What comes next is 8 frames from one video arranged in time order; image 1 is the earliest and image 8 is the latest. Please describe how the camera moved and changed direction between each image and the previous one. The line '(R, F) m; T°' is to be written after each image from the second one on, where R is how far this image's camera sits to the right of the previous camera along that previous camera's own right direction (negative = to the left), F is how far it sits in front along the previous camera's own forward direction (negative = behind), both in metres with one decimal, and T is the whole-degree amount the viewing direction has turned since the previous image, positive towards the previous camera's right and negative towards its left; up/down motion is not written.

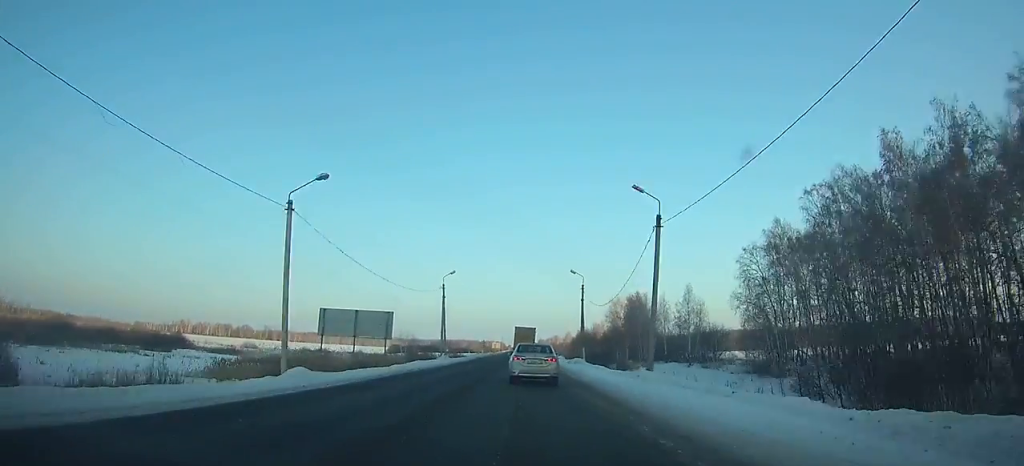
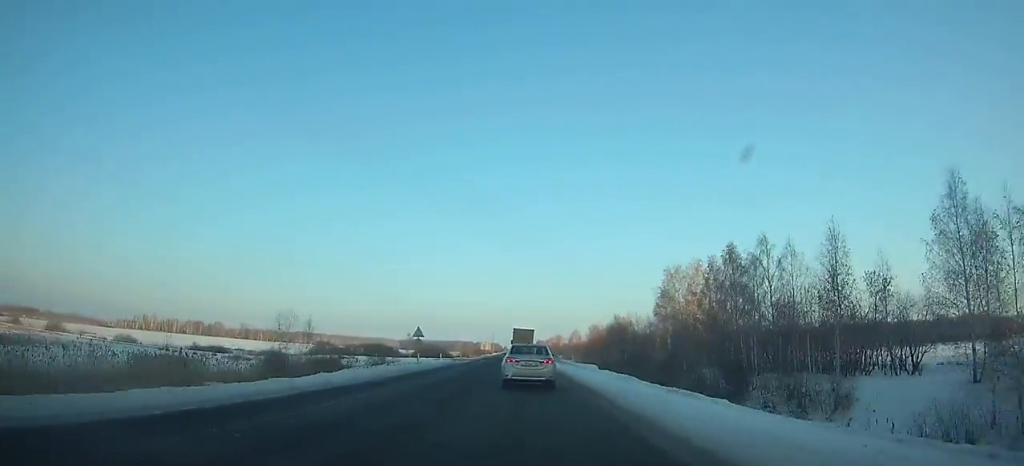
(+0.1, +65.3) m; 0°
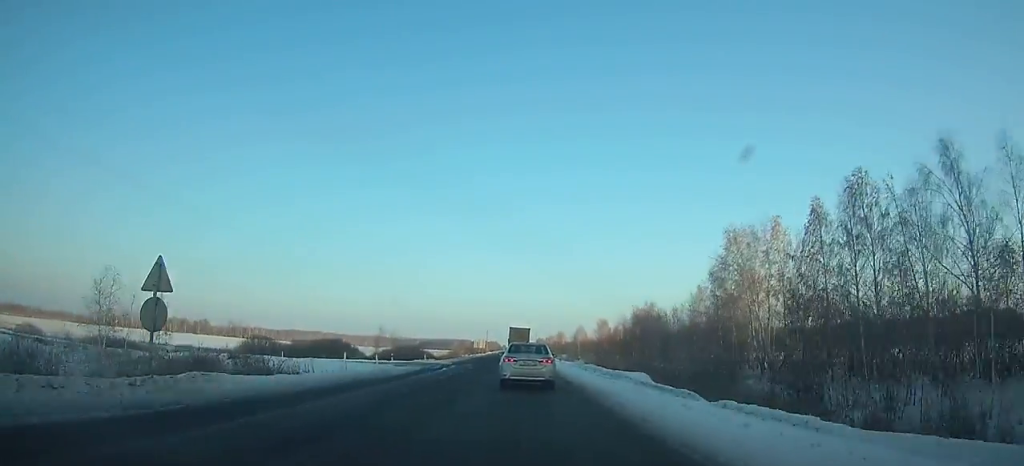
(0.0, +30.8) m; 0°
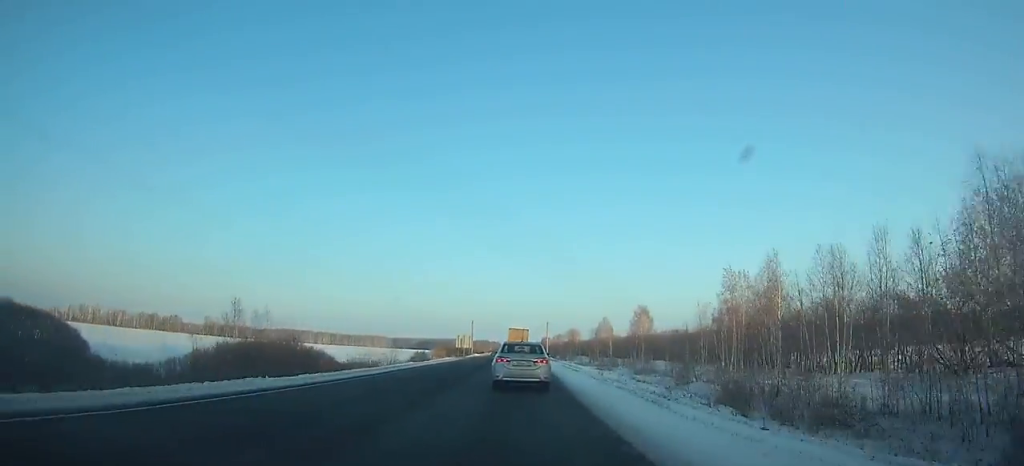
(-0.4, +67.2) m; 0°
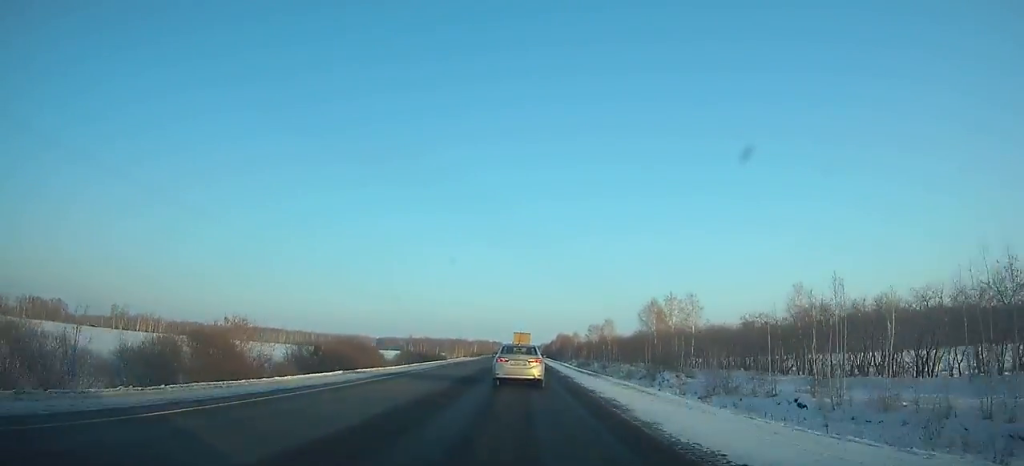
(-0.2, +180.3) m; 0°
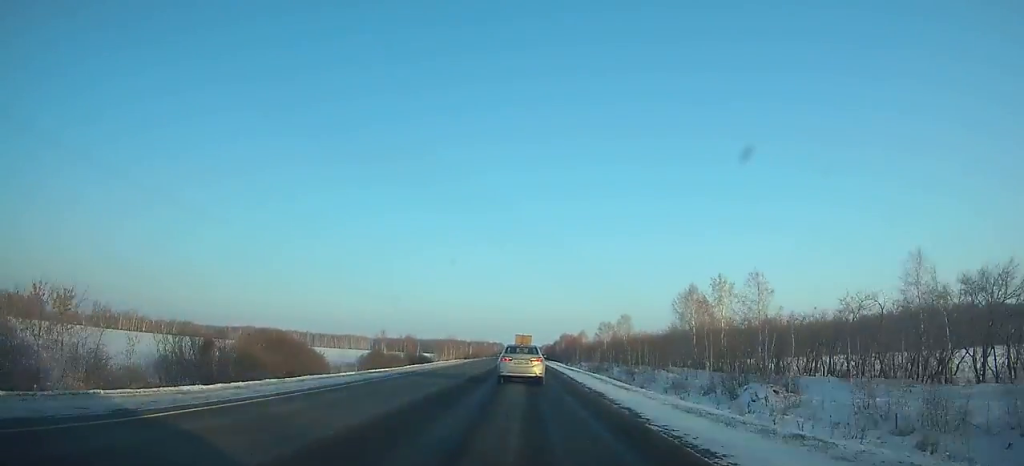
(0.0, +27.2) m; 0°
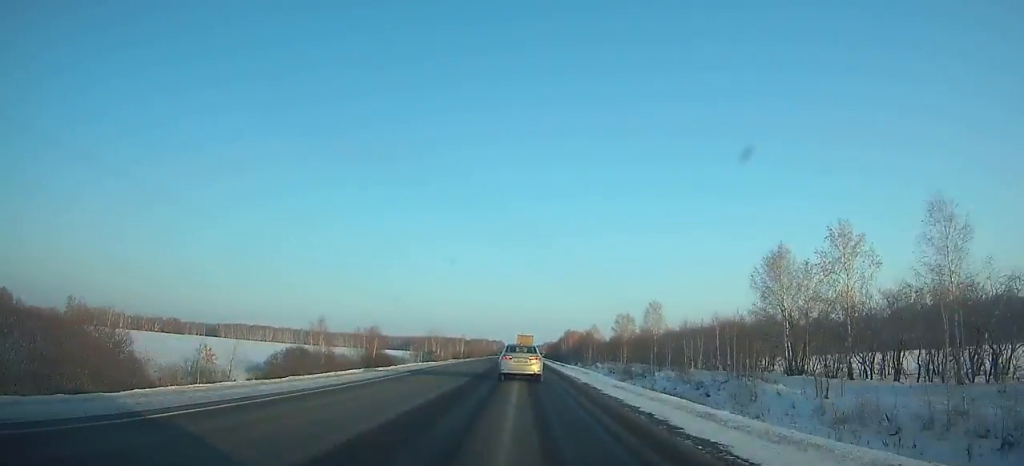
(0.0, +33.7) m; 0°
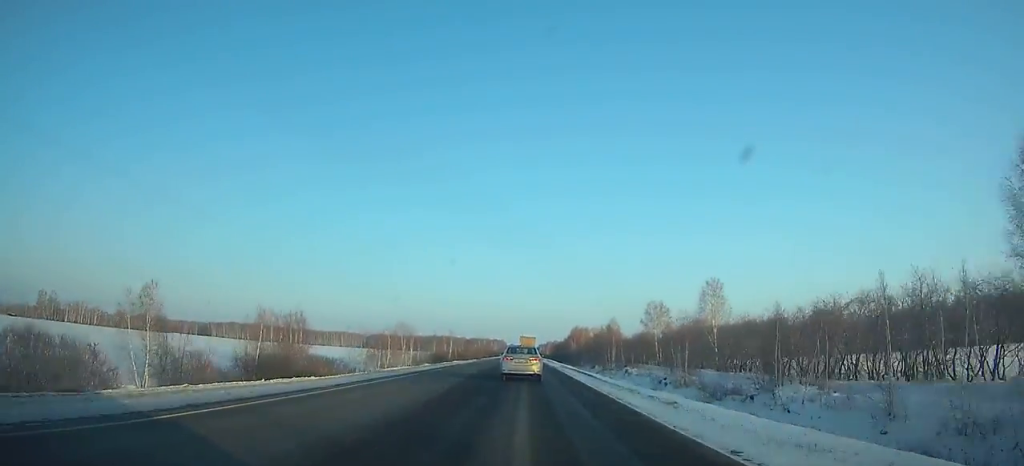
(0.0, +36.4) m; 0°
